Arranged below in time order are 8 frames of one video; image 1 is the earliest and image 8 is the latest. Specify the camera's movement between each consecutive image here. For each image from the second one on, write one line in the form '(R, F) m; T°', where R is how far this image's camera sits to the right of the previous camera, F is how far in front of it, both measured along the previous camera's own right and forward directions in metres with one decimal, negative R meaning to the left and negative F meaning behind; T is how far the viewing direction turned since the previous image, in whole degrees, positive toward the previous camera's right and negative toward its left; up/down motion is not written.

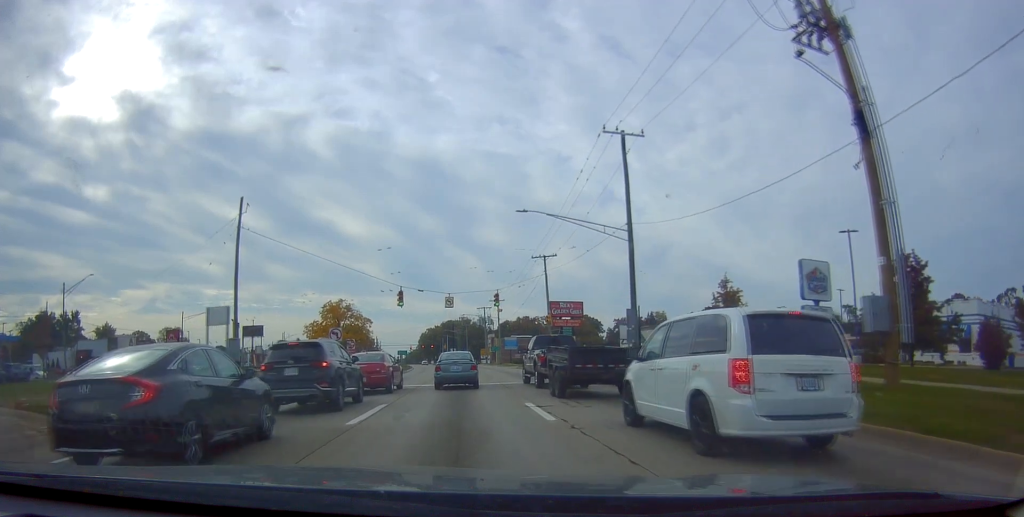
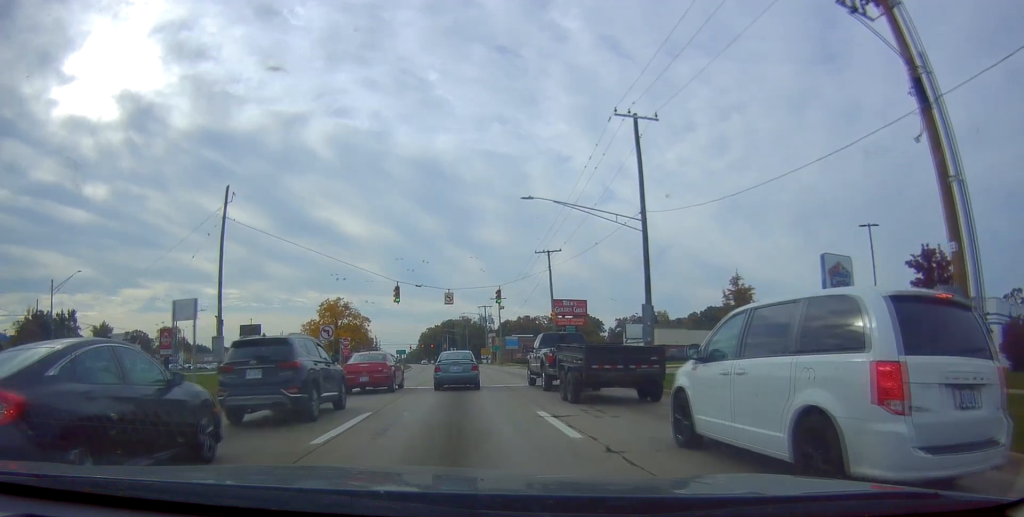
(-0.1, +2.1) m; -3°
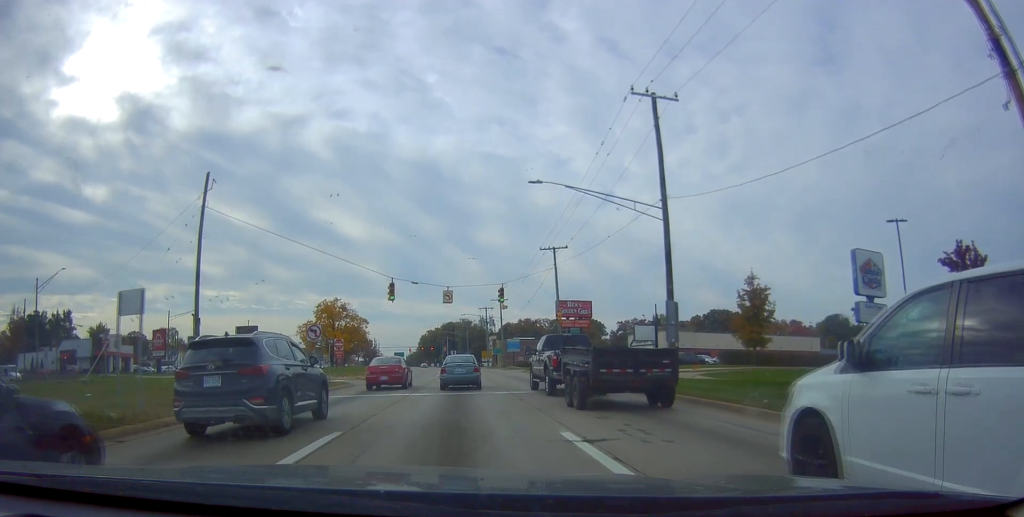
(0.0, +2.7) m; 0°
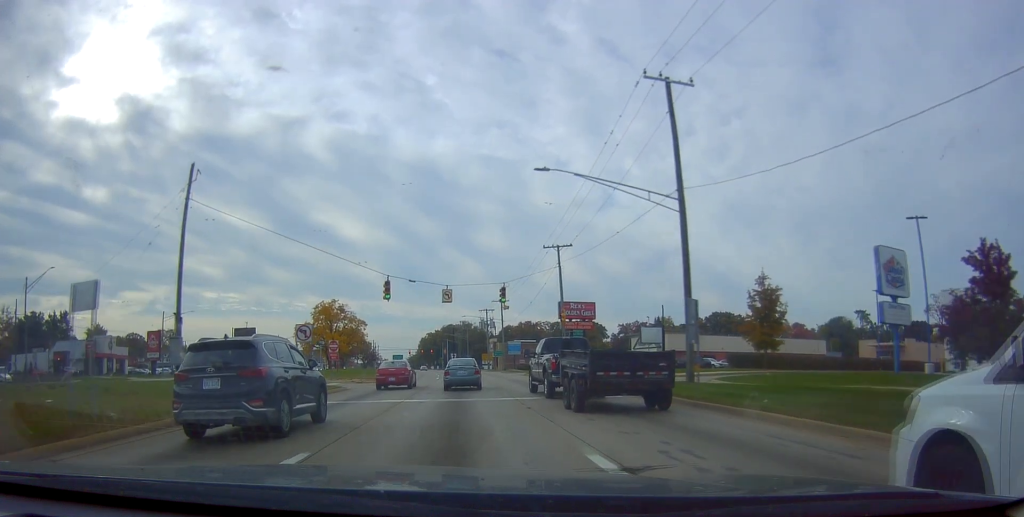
(0.0, +1.9) m; 0°
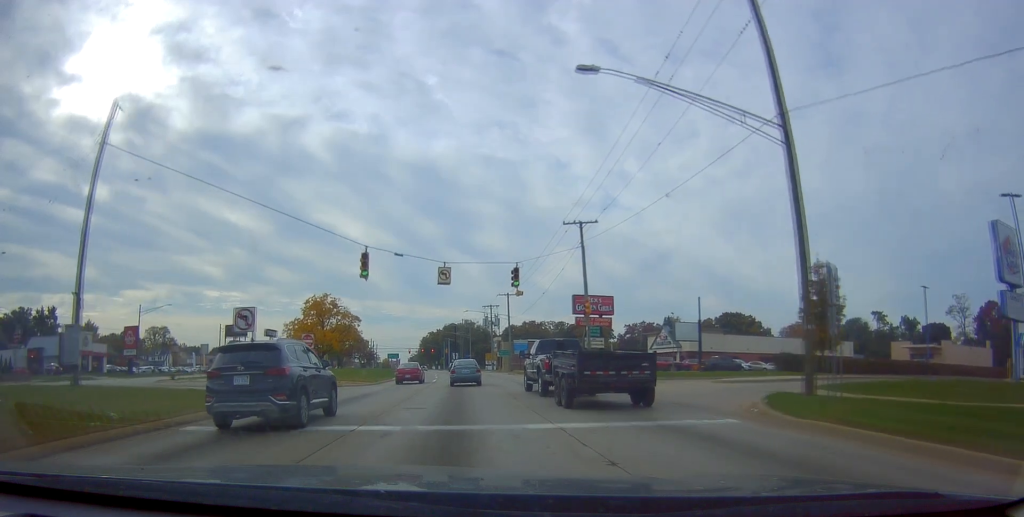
(+0.3, +7.7) m; +4°
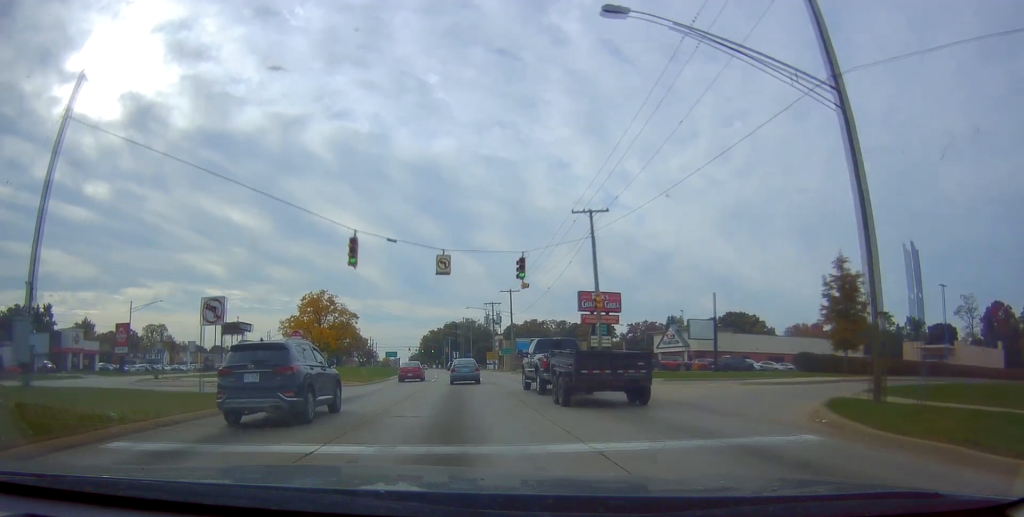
(+0.1, +2.7) m; 0°
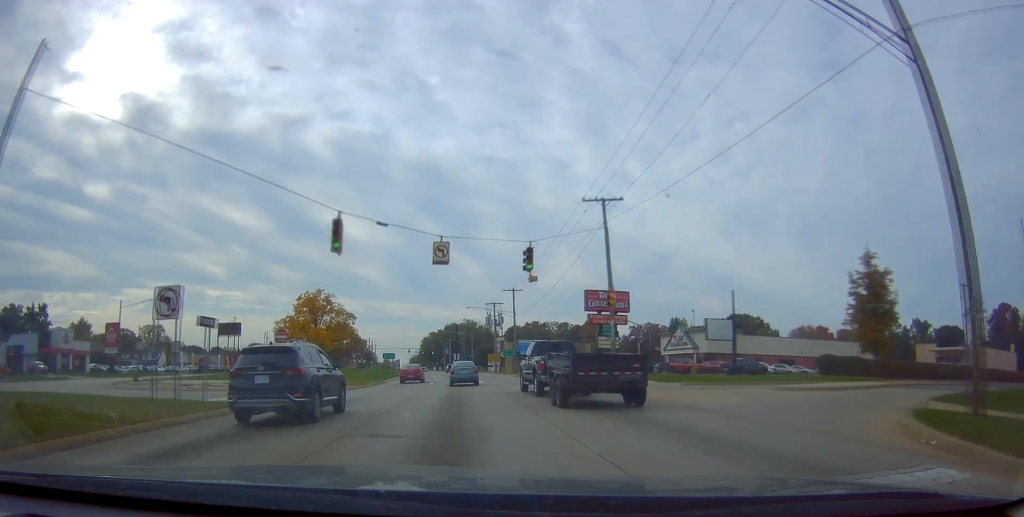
(0.0, +3.1) m; 0°
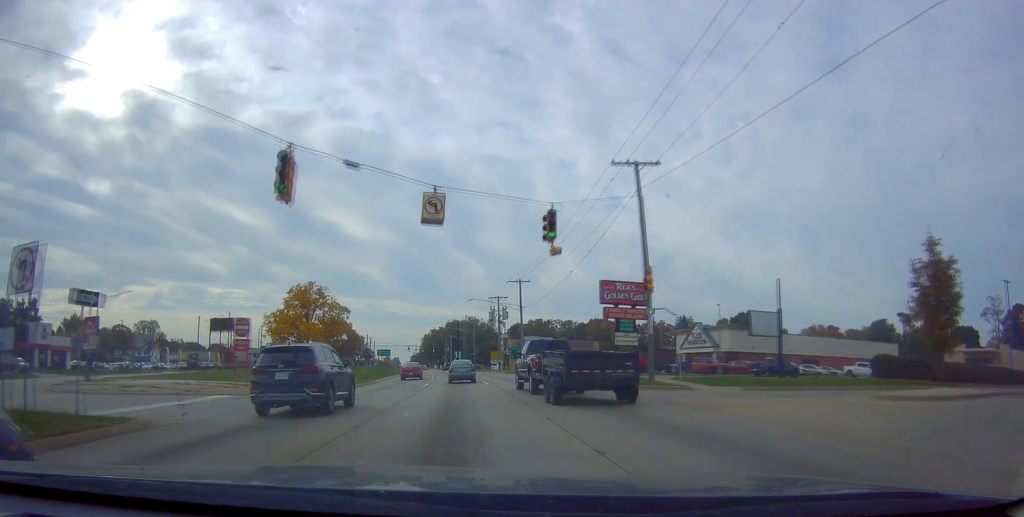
(-0.3, +6.1) m; +2°
